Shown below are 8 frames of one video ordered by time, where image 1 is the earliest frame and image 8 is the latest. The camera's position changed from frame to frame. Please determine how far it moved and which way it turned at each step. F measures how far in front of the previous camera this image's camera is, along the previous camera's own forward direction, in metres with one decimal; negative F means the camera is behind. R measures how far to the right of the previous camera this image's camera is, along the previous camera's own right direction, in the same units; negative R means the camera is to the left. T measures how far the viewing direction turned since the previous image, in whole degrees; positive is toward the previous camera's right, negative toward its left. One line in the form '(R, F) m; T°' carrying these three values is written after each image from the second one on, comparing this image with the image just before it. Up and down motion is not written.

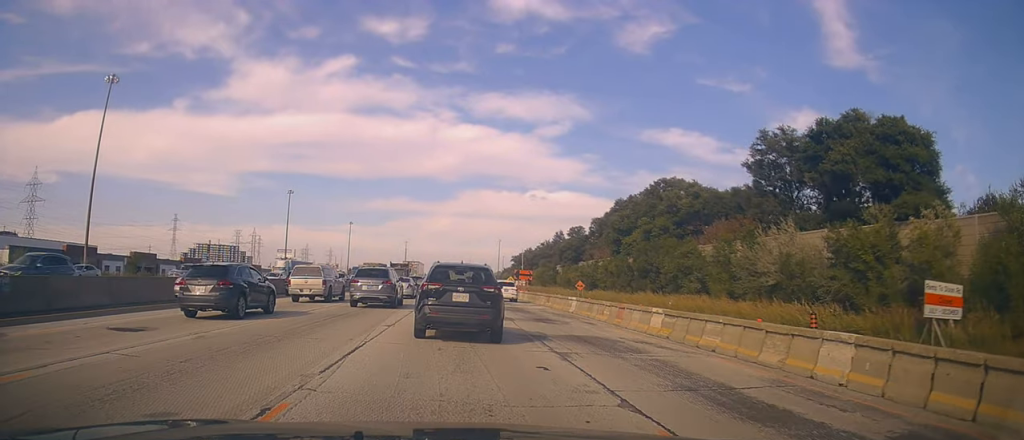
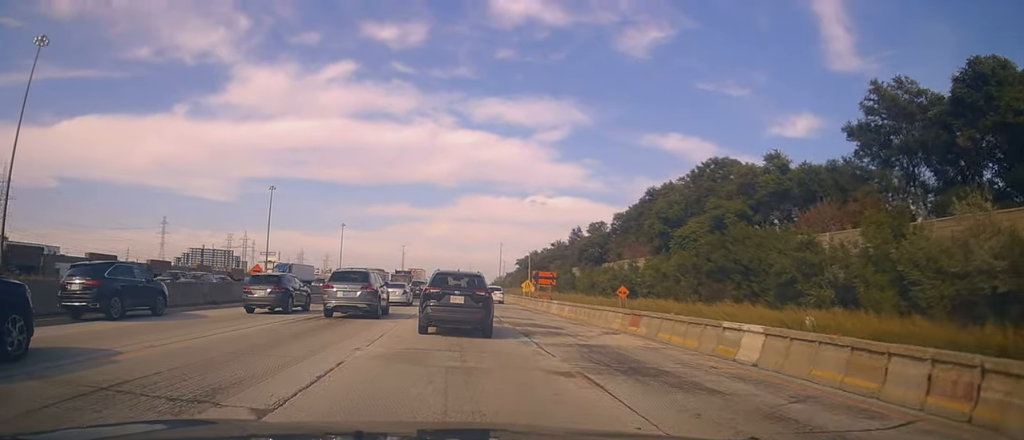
(-0.5, +18.2) m; -3°
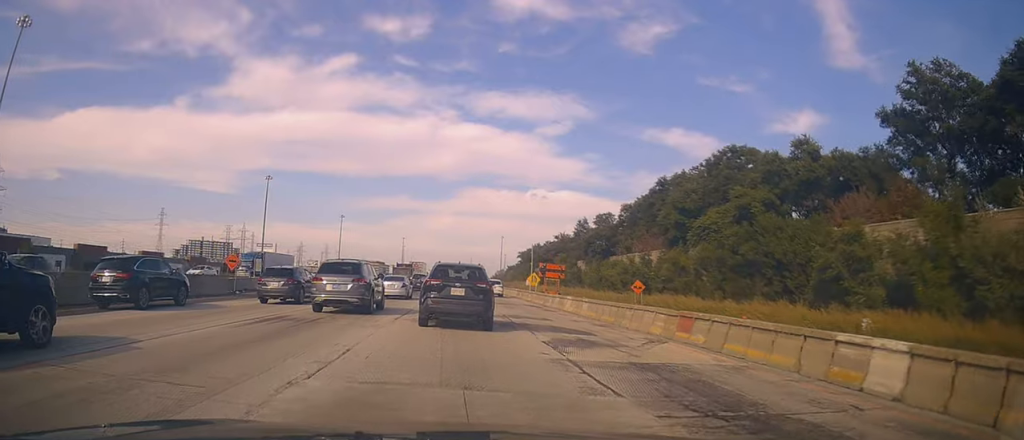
(+0.1, +4.0) m; +1°
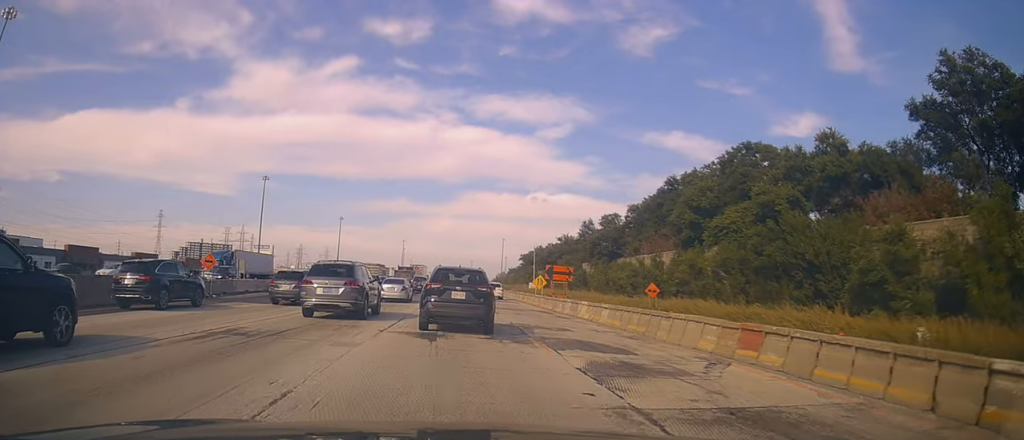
(-0.1, +3.3) m; +1°
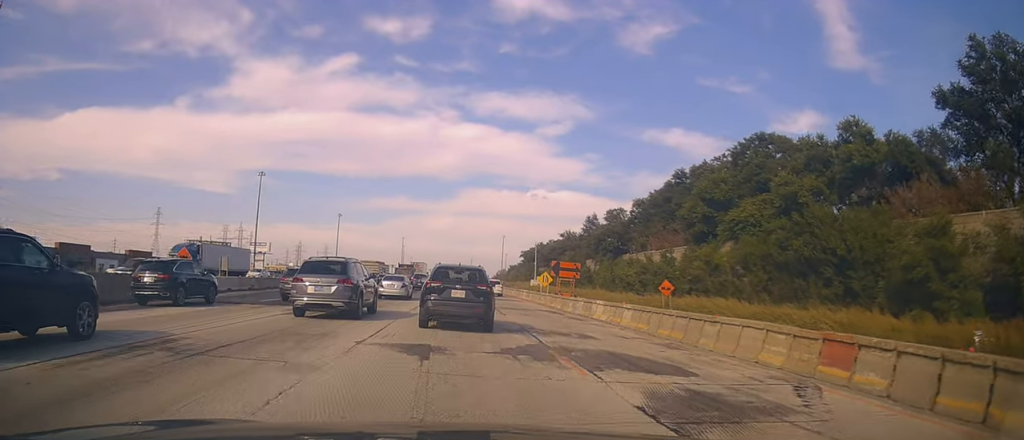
(0.0, +2.9) m; 0°
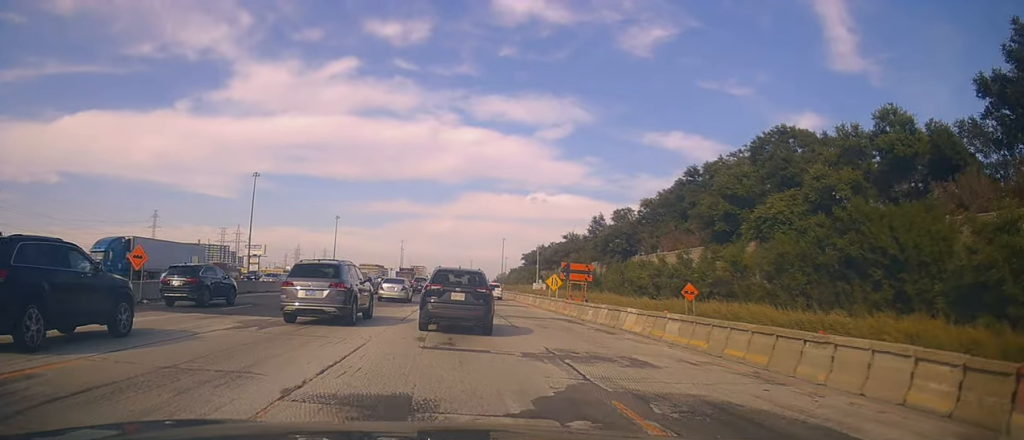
(+0.2, +4.5) m; 0°
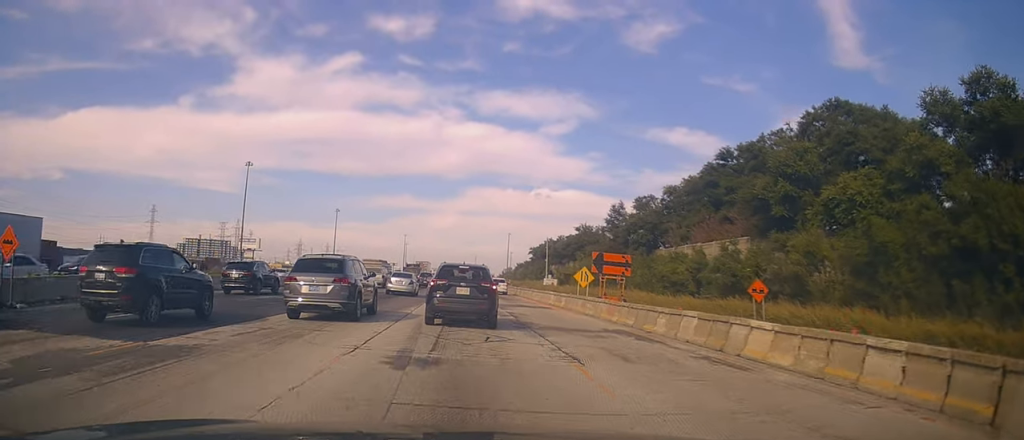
(-0.3, +9.1) m; -3°
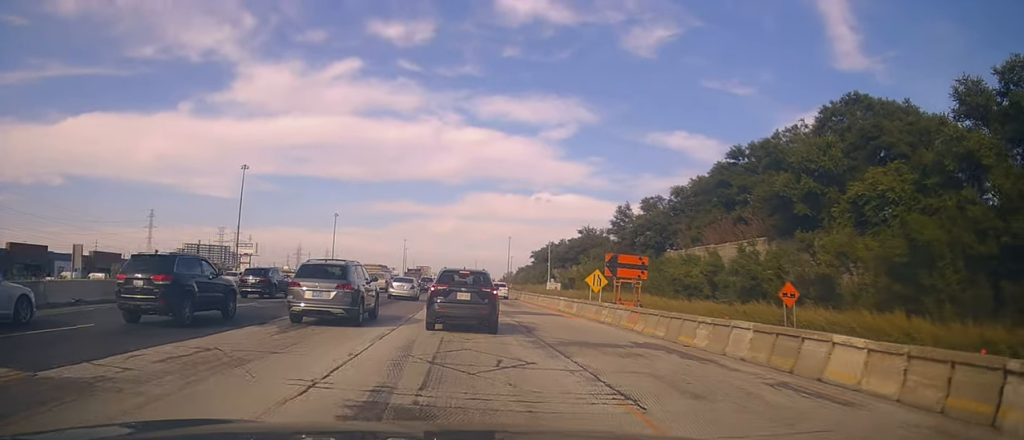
(0.0, +3.1) m; +1°
